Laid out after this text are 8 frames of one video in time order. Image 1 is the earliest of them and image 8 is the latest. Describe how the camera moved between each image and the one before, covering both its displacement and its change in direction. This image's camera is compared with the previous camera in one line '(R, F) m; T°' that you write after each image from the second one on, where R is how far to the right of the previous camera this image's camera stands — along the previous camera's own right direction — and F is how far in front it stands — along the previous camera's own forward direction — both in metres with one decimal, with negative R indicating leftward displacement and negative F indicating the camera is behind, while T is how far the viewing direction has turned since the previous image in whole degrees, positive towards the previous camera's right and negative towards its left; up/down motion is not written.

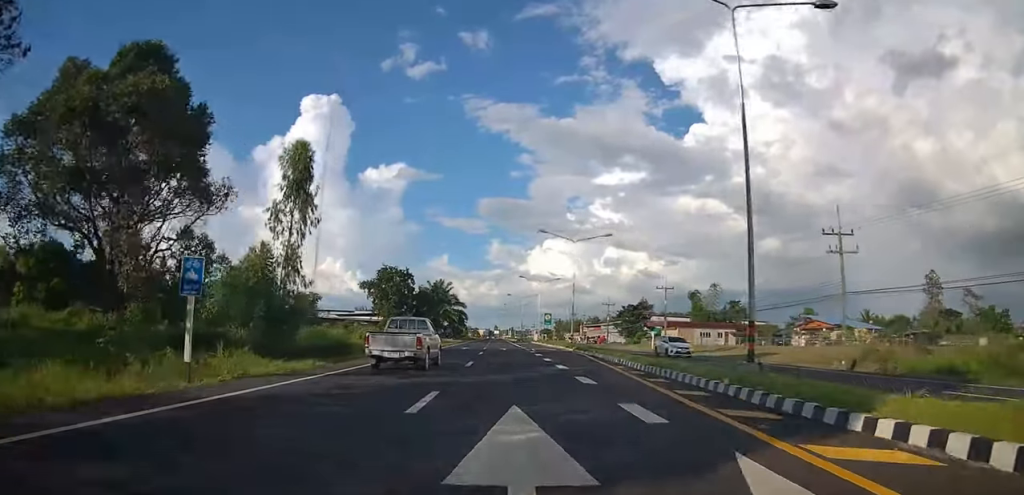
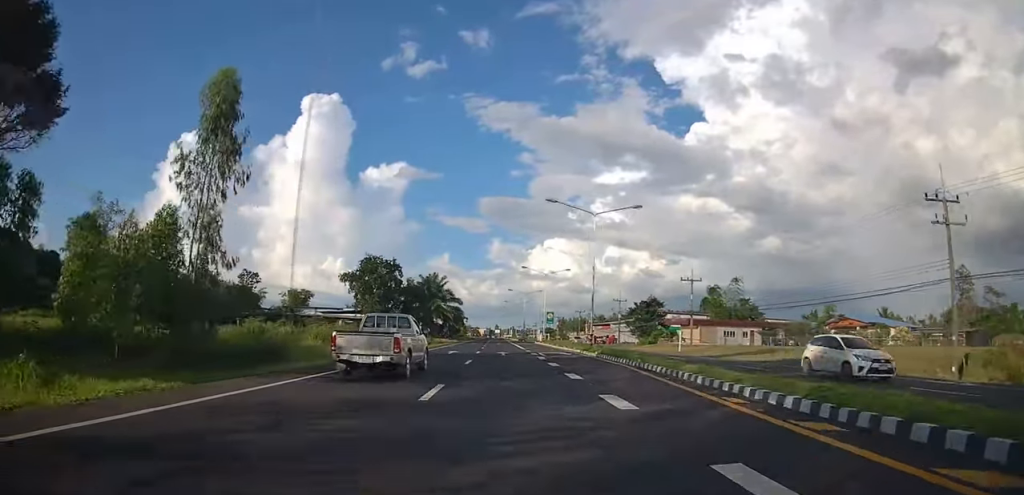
(-0.3, +10.5) m; -1°
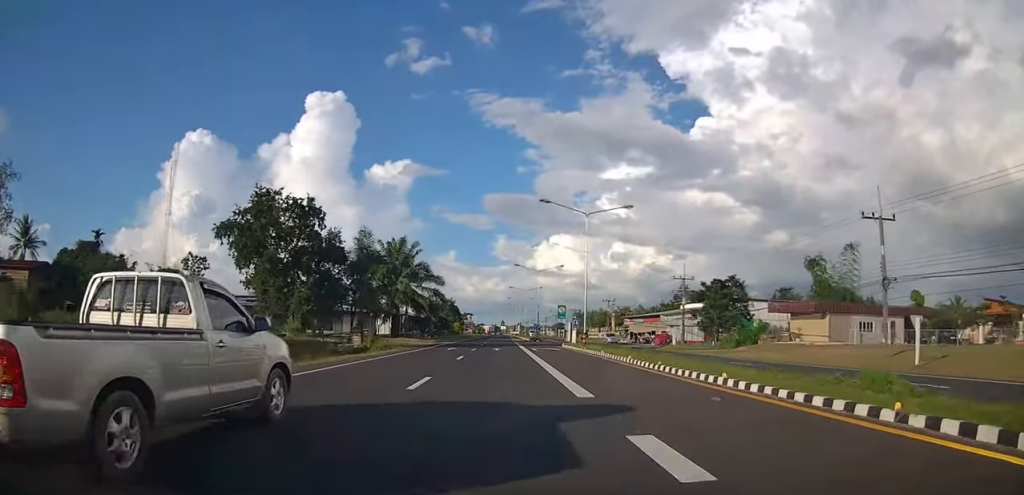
(-0.7, +34.4) m; -1°
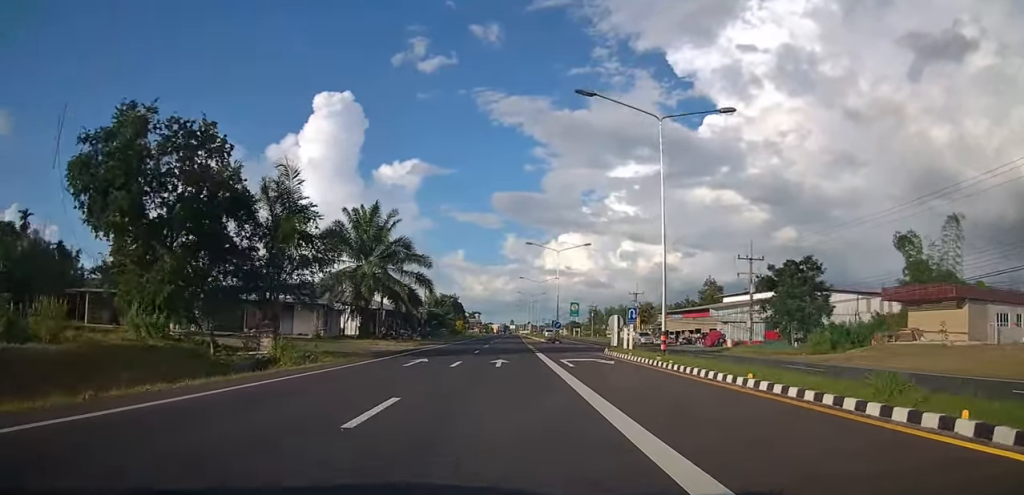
(0.0, +16.9) m; 0°
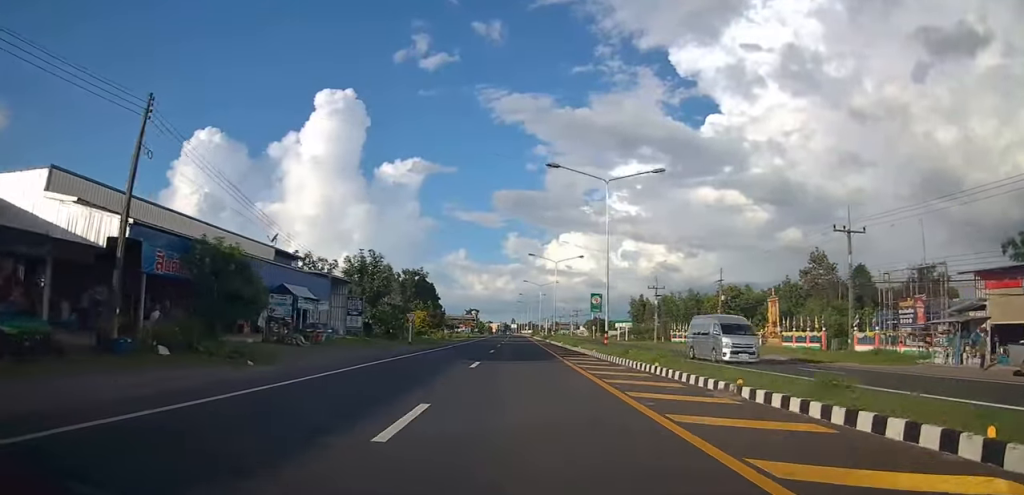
(-1.8, +60.5) m; -2°
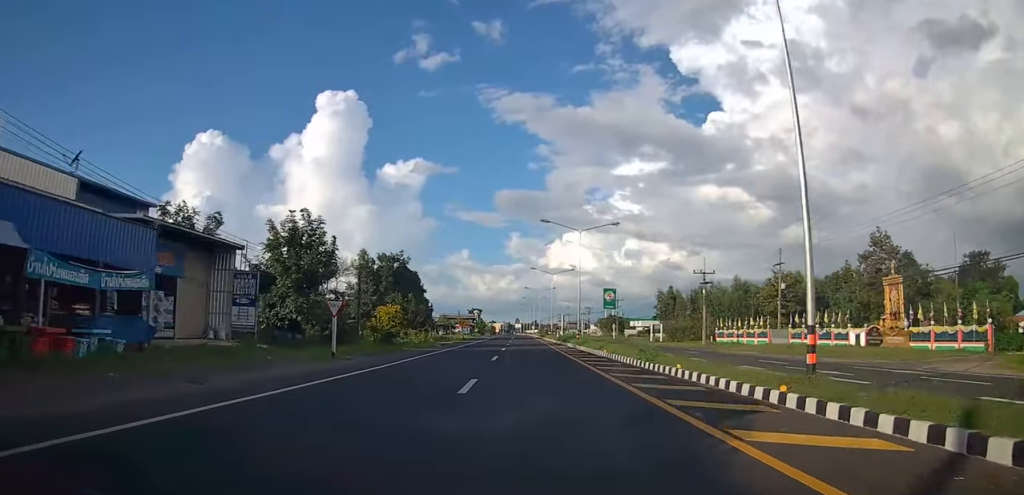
(+0.7, +19.5) m; +2°
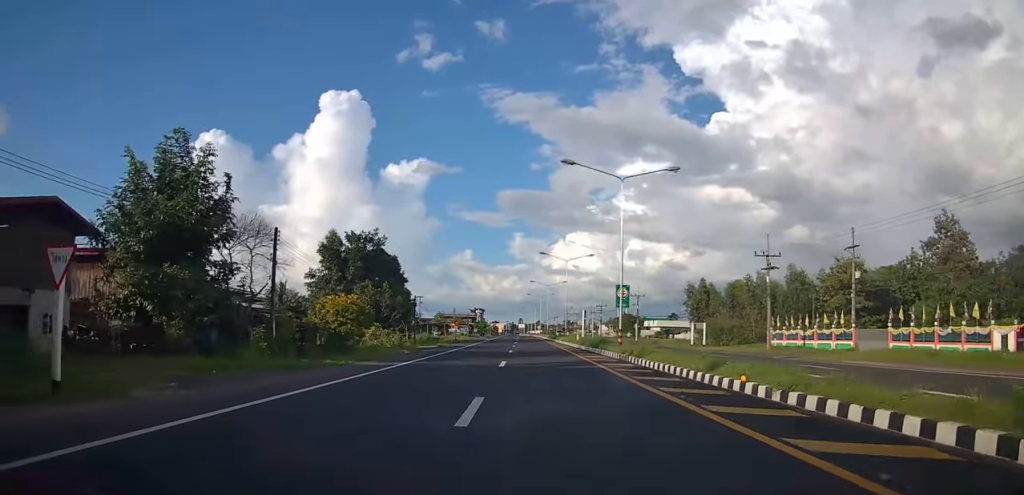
(+0.1, +15.8) m; -1°
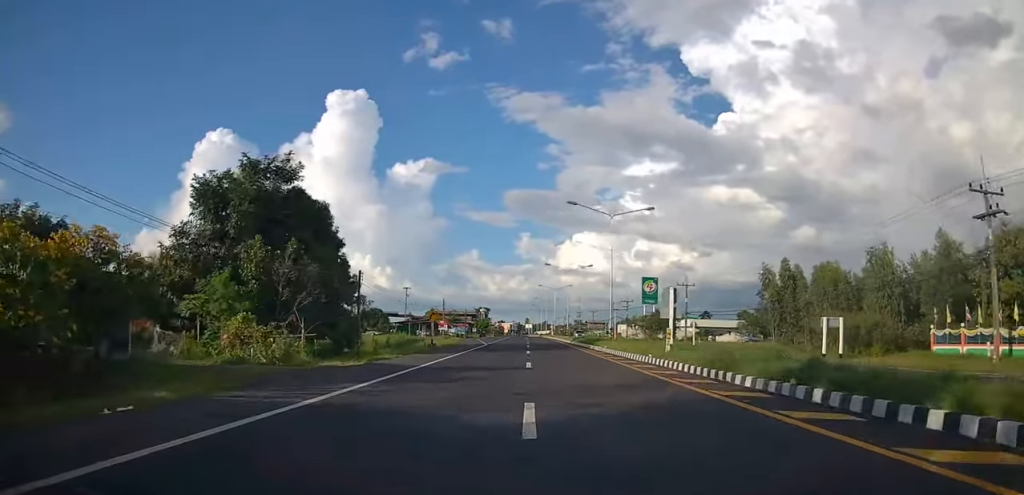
(-0.5, +25.1) m; -2°
